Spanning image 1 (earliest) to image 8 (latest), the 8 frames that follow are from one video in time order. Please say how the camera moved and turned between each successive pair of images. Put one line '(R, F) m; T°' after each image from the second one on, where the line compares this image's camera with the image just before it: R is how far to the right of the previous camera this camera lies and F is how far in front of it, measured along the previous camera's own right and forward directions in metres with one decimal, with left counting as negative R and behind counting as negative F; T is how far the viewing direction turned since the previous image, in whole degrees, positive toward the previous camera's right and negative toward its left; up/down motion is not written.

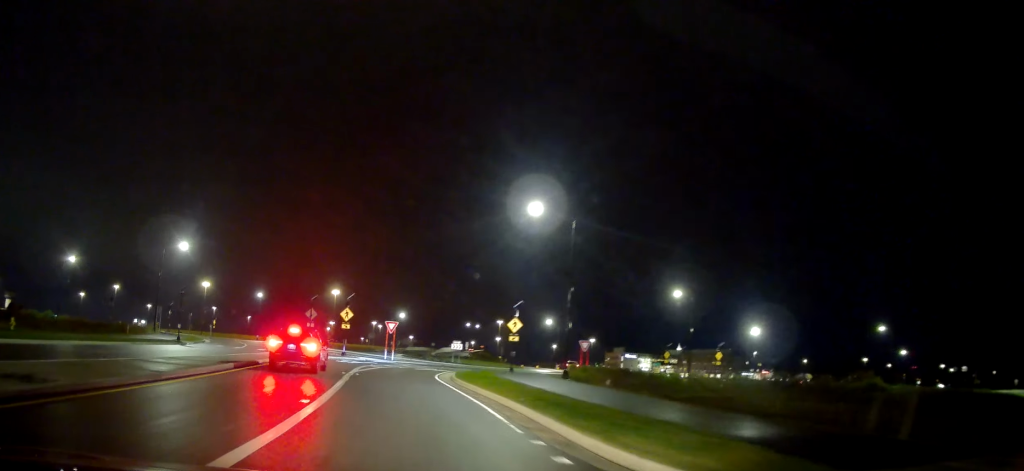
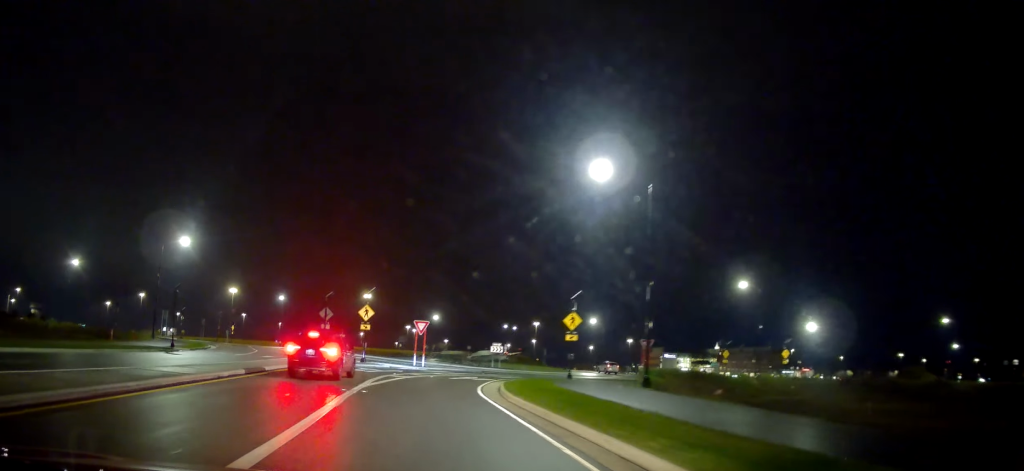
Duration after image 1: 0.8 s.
(-0.3, +9.1) m; -4°
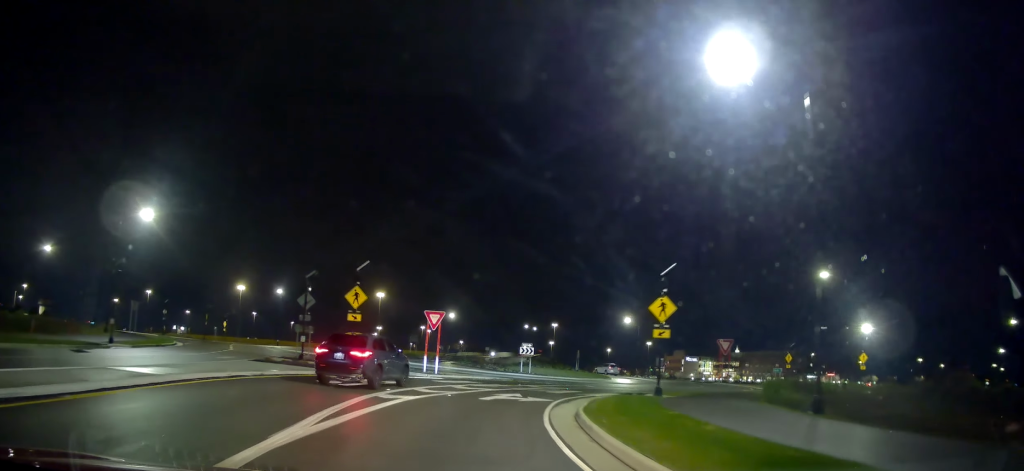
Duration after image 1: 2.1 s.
(-0.8, +13.0) m; -5°
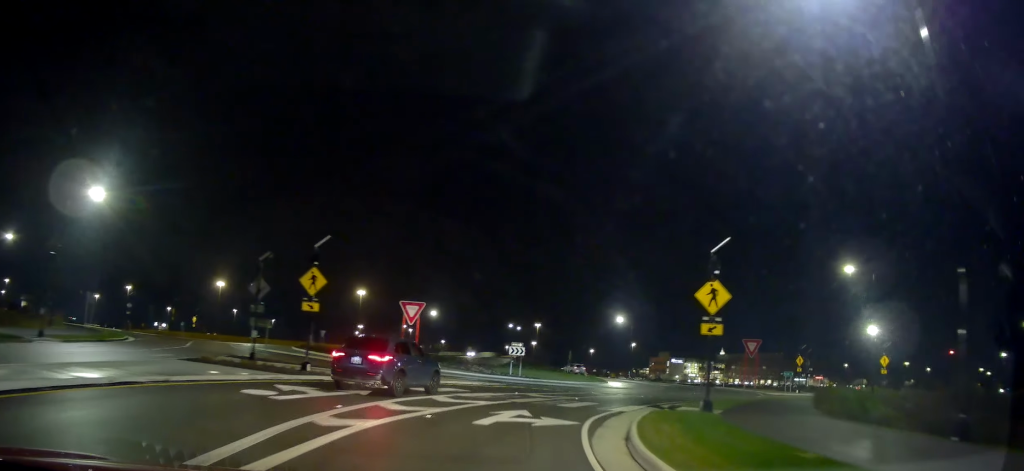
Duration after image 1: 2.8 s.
(0.0, +6.6) m; -2°
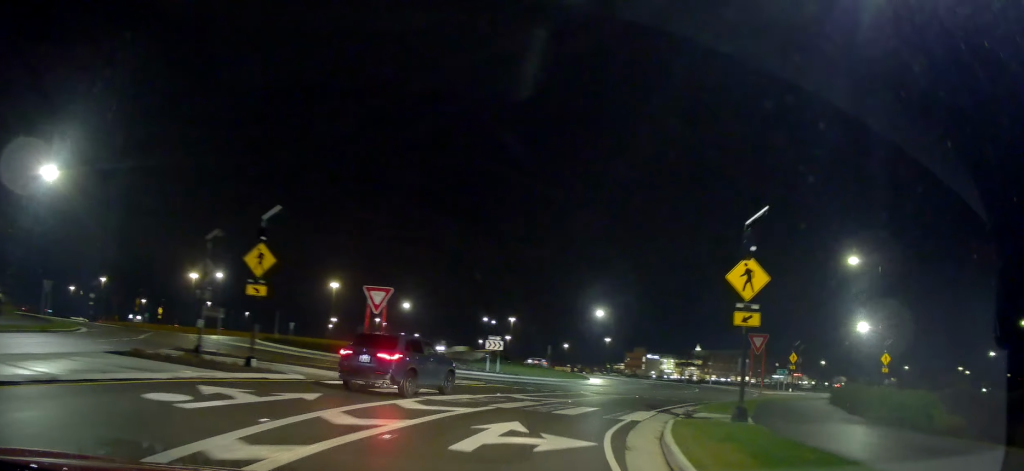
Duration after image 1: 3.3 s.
(+0.1, +4.3) m; -1°
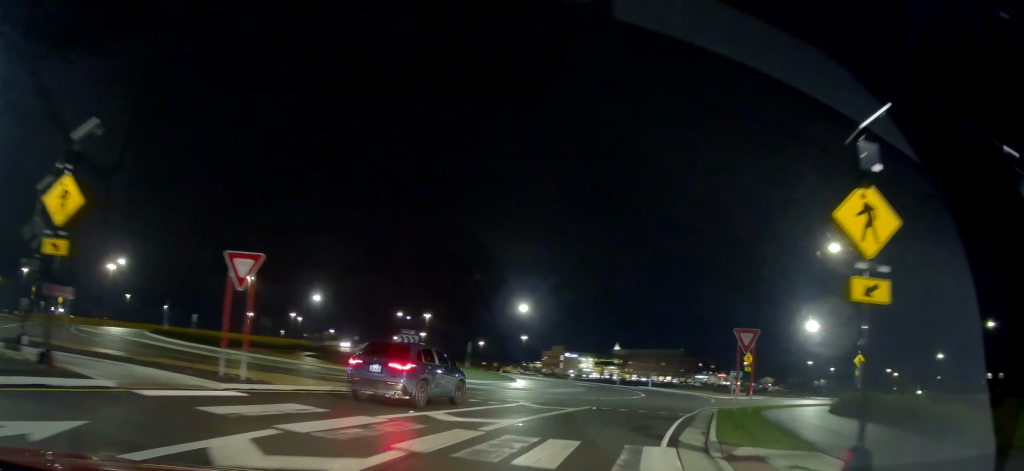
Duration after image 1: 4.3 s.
(-0.5, +8.6) m; -3°
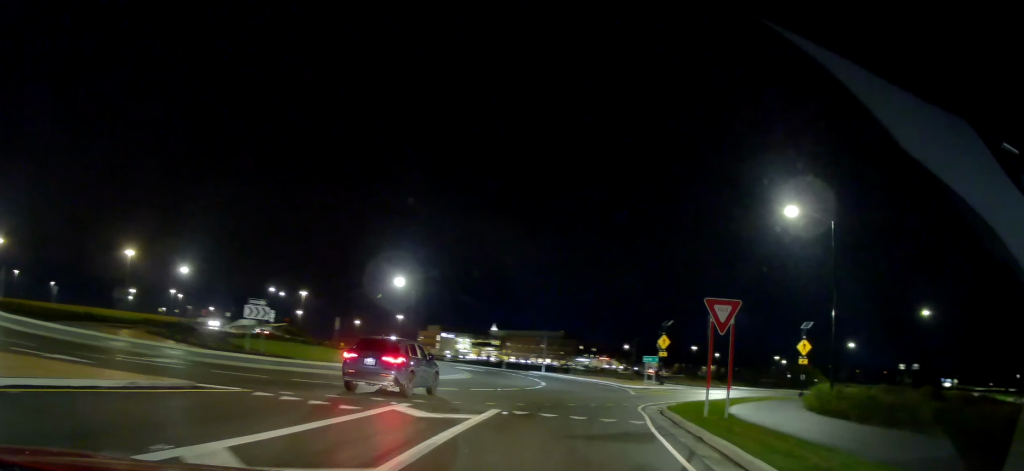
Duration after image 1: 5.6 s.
(0.0, +9.5) m; +5°
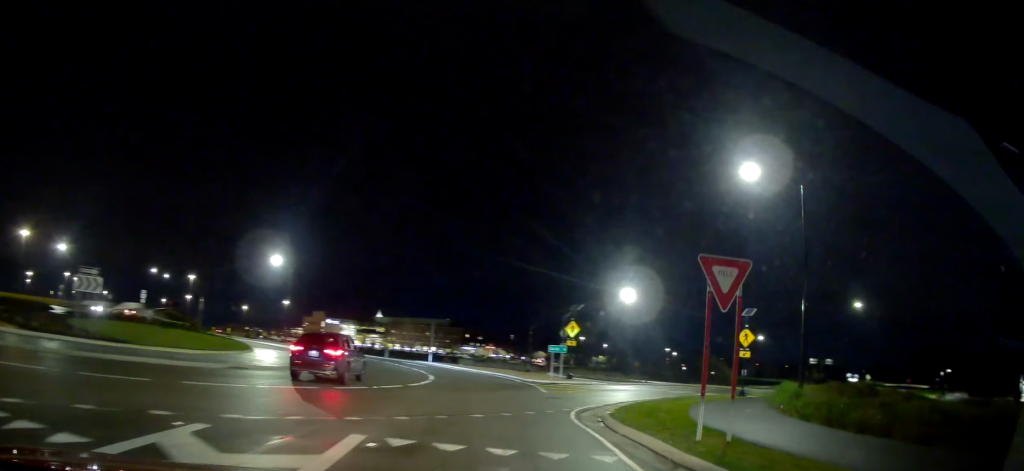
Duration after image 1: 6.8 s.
(+0.8, +6.7) m; +17°
